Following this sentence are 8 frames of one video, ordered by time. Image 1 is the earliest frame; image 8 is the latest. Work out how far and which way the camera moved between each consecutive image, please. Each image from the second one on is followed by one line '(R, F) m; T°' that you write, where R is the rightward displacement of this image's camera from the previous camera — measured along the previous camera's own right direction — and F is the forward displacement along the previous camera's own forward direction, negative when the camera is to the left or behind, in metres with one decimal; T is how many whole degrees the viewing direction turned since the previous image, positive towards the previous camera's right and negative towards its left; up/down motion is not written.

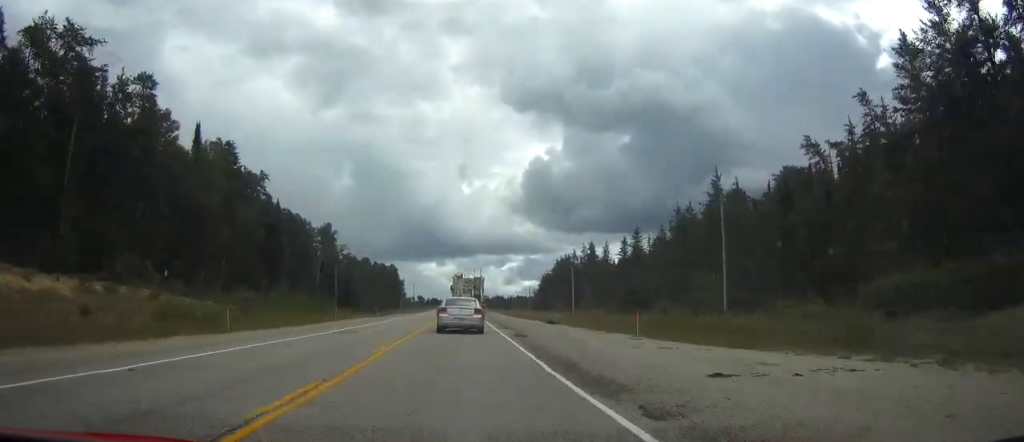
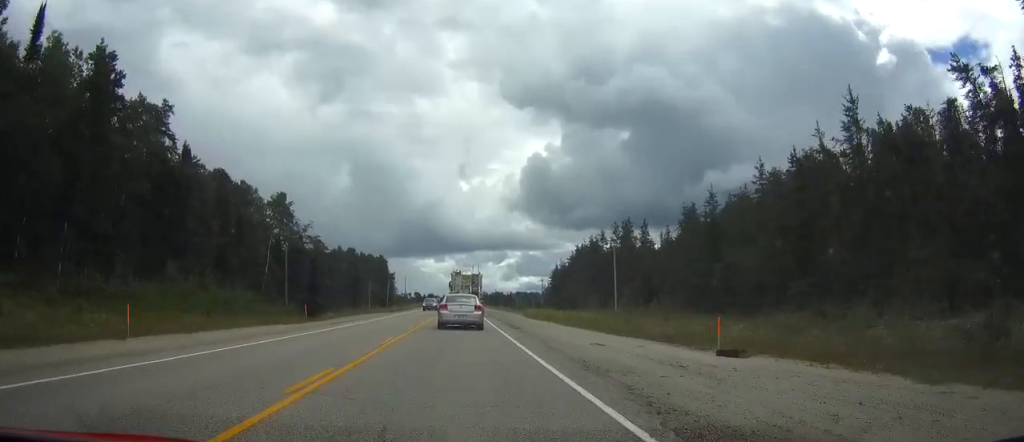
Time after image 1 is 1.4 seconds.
(0.0, +34.6) m; 0°
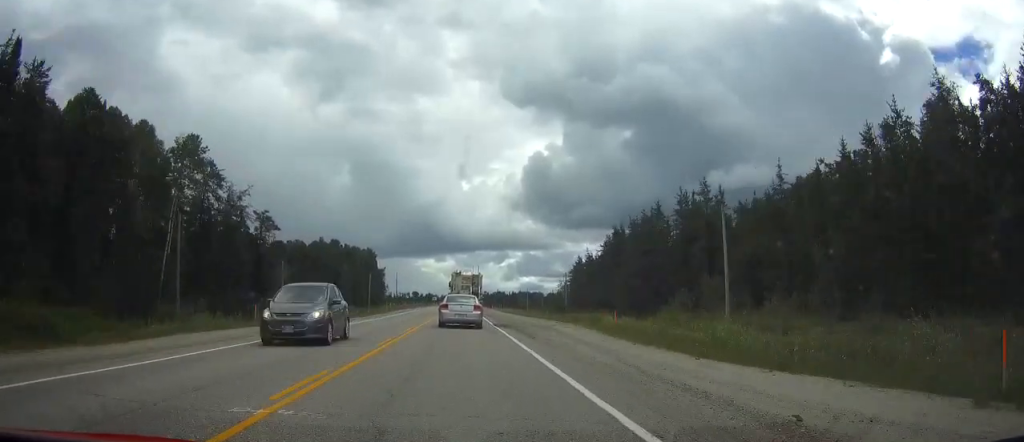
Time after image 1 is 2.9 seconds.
(0.0, +36.5) m; 0°
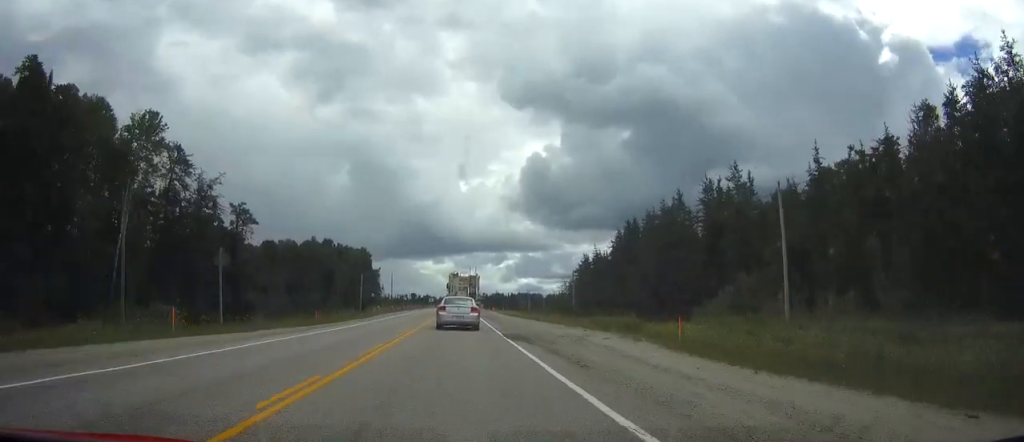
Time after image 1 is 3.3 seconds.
(0.0, +10.0) m; 0°
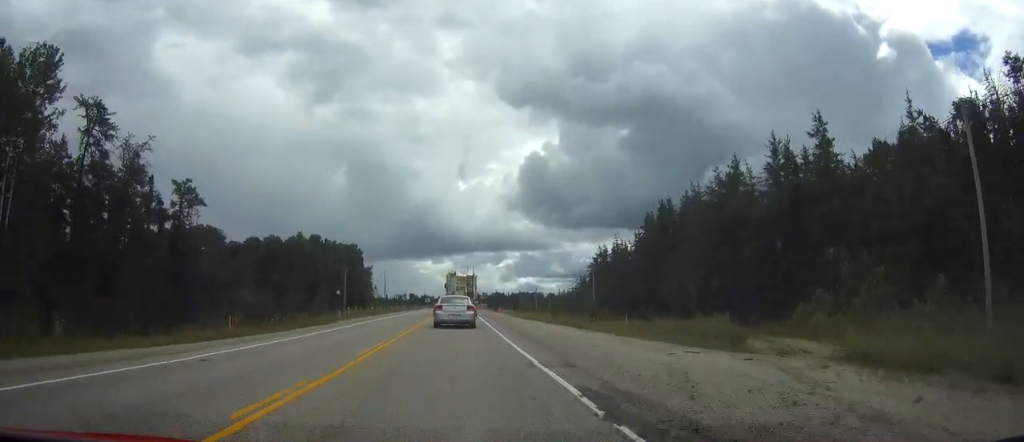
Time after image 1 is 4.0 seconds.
(0.0, +18.6) m; 0°
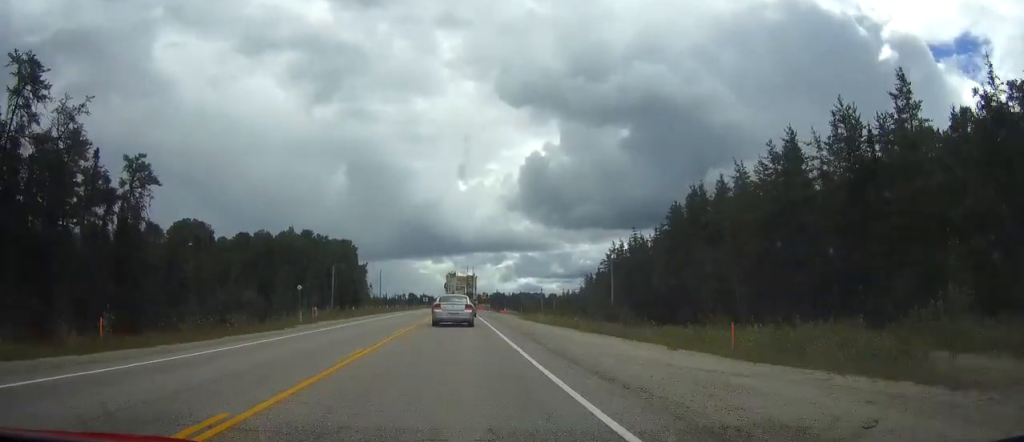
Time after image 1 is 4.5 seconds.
(+0.1, +11.9) m; 0°
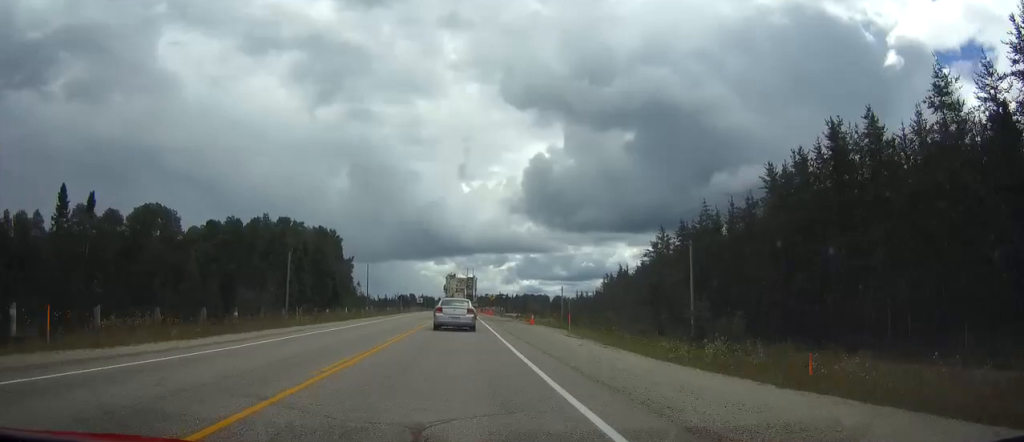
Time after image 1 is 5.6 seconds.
(-0.2, +29.4) m; 0°
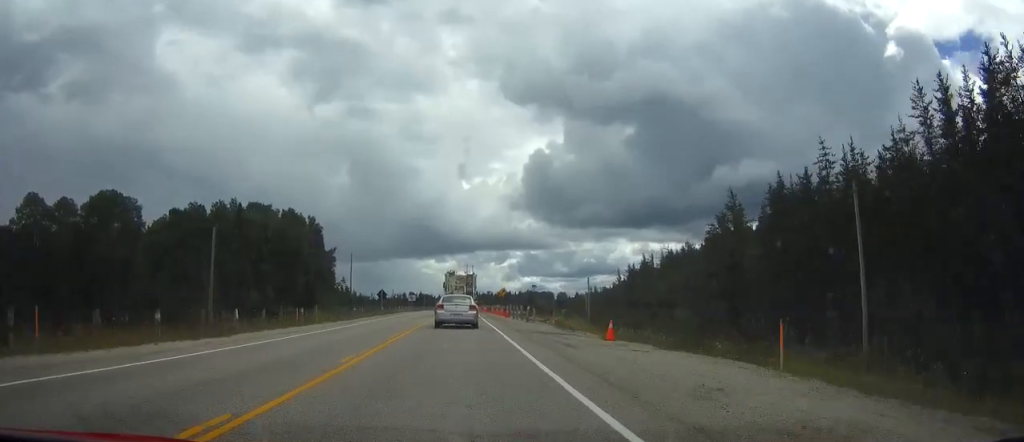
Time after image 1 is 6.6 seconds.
(0.0, +25.4) m; 0°
